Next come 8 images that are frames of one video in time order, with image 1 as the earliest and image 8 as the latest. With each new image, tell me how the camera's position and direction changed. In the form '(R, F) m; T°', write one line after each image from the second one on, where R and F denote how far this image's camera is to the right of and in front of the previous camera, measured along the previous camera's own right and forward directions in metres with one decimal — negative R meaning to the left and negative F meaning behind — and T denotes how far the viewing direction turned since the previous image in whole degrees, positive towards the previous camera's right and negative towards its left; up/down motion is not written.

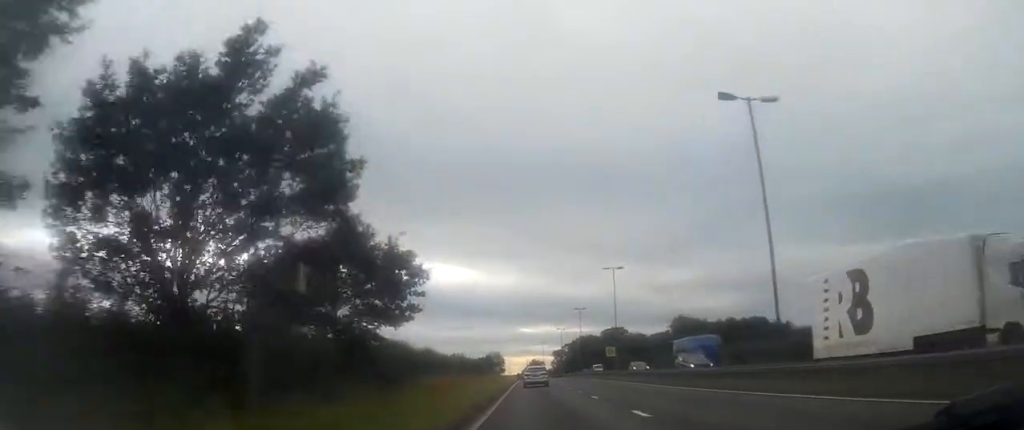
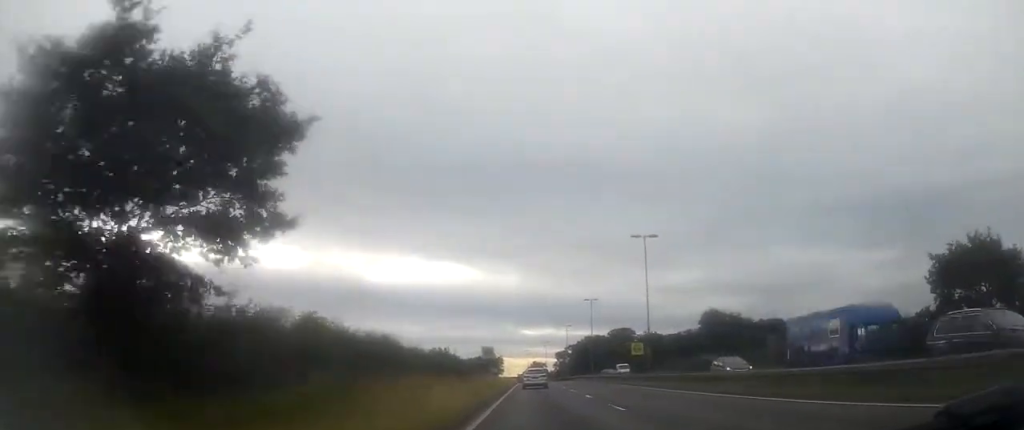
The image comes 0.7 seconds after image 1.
(+0.3, +14.6) m; +1°
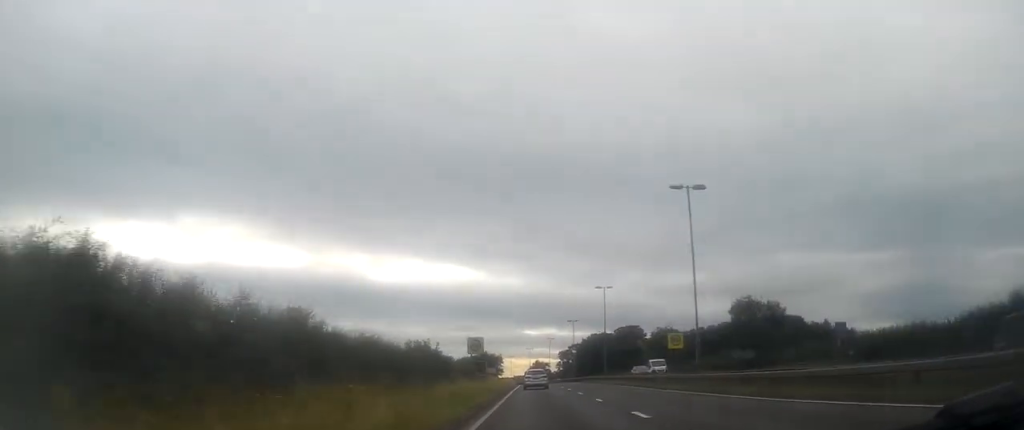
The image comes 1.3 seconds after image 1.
(-0.1, +11.8) m; -1°
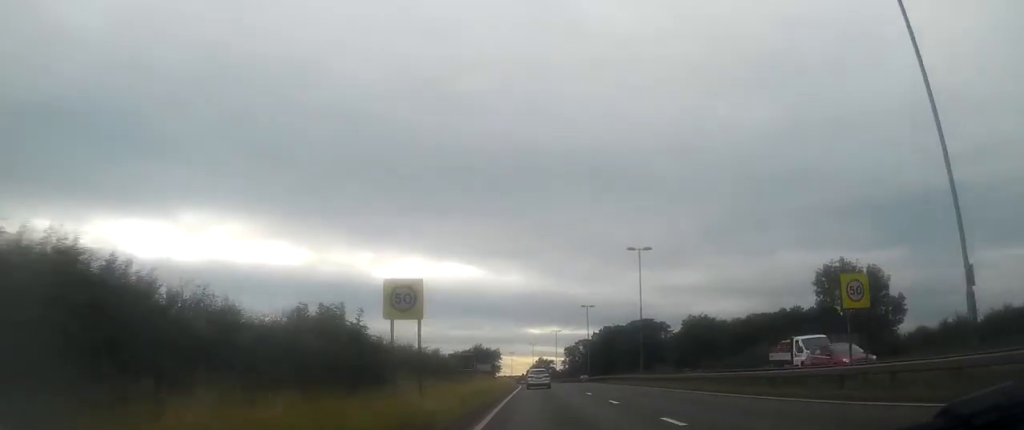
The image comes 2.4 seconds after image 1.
(-0.4, +20.2) m; -1°
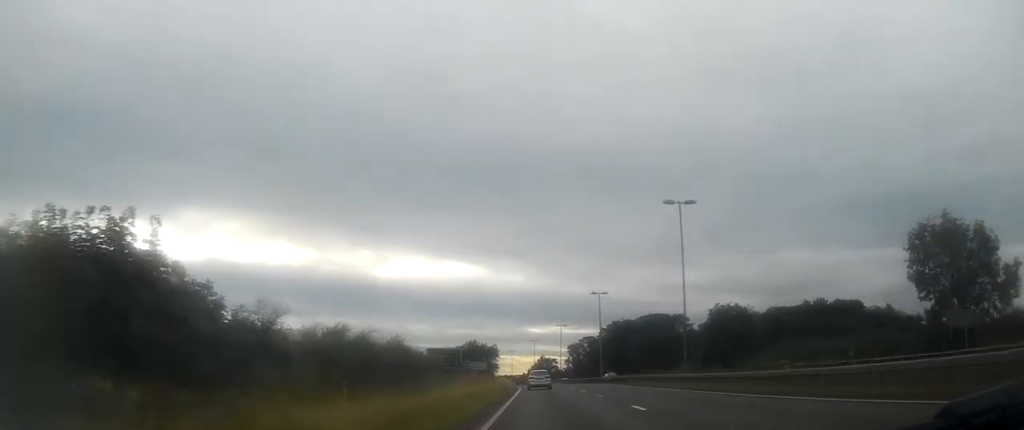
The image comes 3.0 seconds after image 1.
(0.0, +13.0) m; 0°
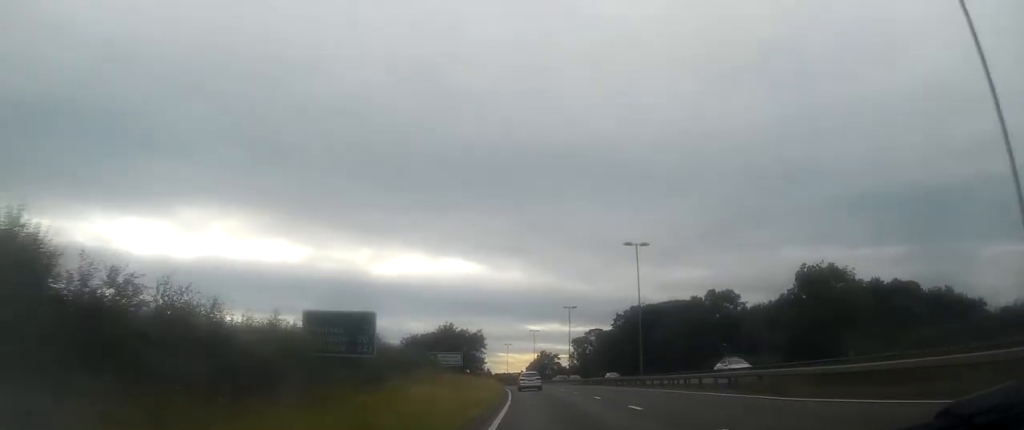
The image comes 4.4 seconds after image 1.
(0.0, +25.9) m; -1°
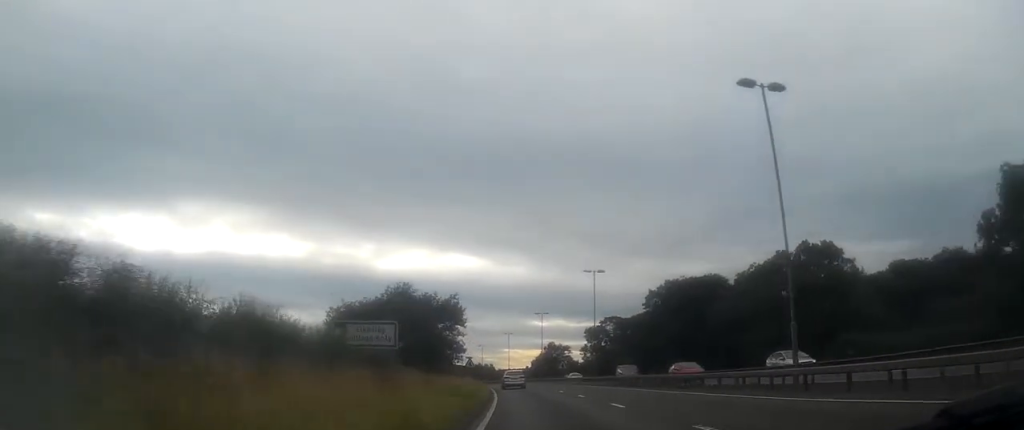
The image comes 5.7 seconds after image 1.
(-0.2, +25.9) m; 0°
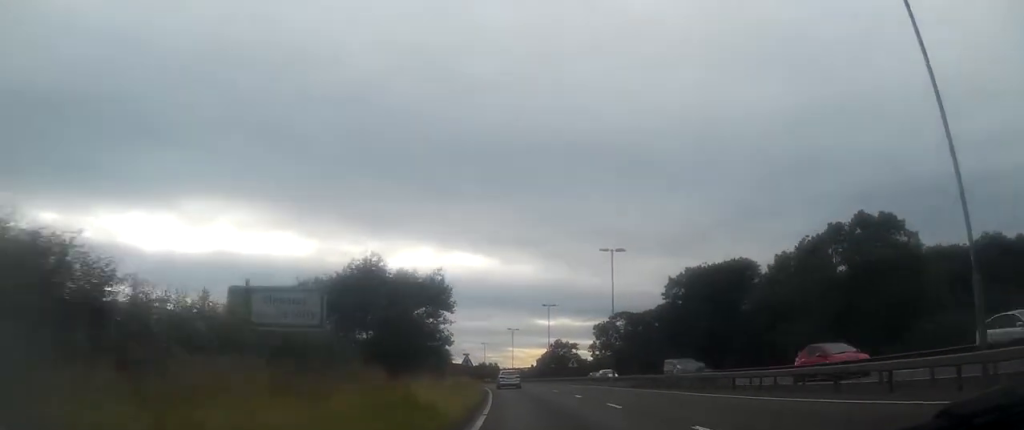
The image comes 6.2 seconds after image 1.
(0.0, +9.1) m; 0°
